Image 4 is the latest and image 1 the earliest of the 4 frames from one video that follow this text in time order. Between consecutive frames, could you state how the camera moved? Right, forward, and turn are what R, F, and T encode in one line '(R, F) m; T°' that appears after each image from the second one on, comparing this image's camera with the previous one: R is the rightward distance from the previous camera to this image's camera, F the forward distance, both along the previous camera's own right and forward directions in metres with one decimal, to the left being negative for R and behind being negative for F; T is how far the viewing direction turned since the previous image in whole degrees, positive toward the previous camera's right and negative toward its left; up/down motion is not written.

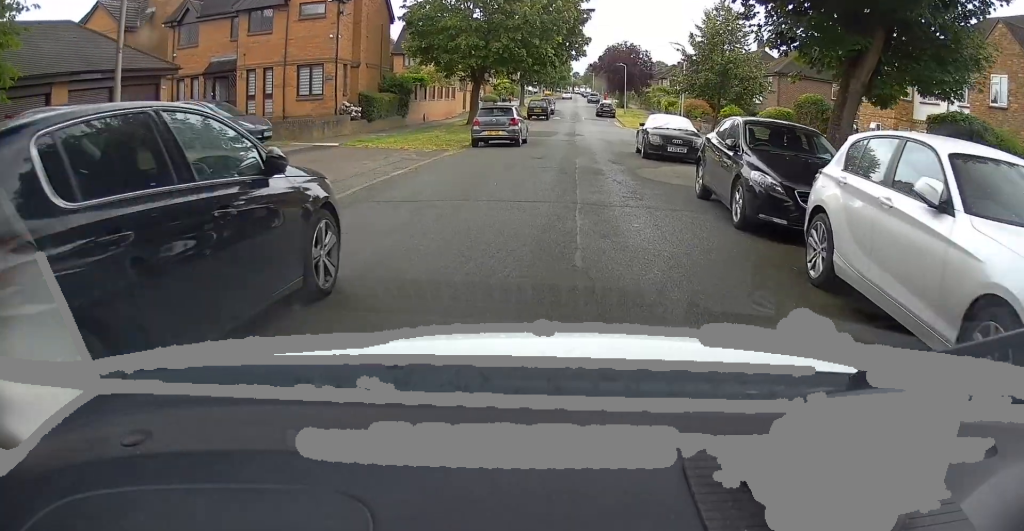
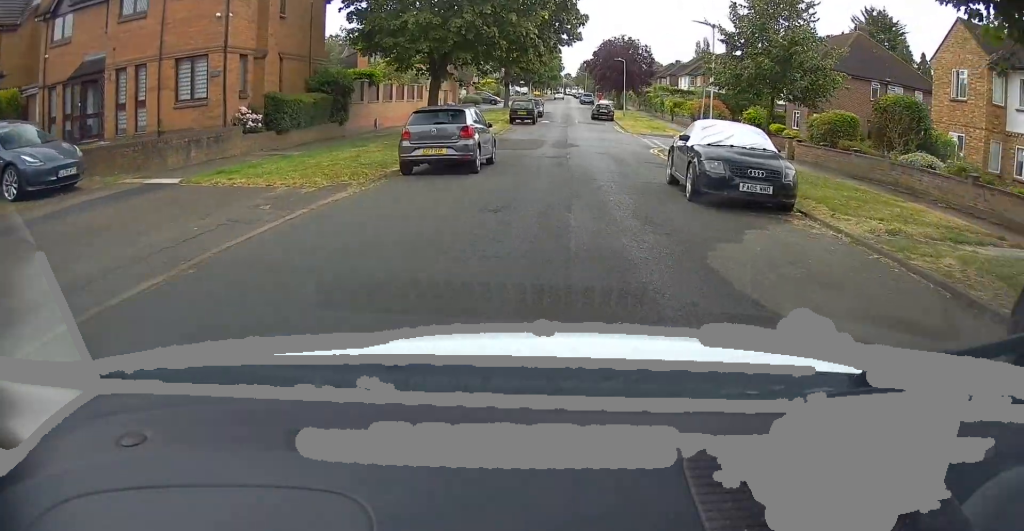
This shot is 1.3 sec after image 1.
(0.0, +8.7) m; -1°
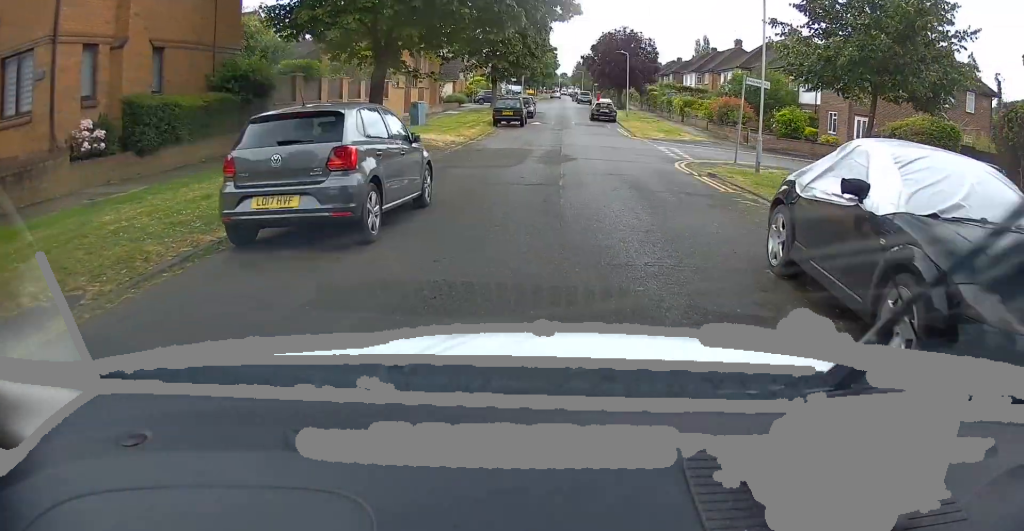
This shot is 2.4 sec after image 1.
(-0.1, +7.3) m; -2°
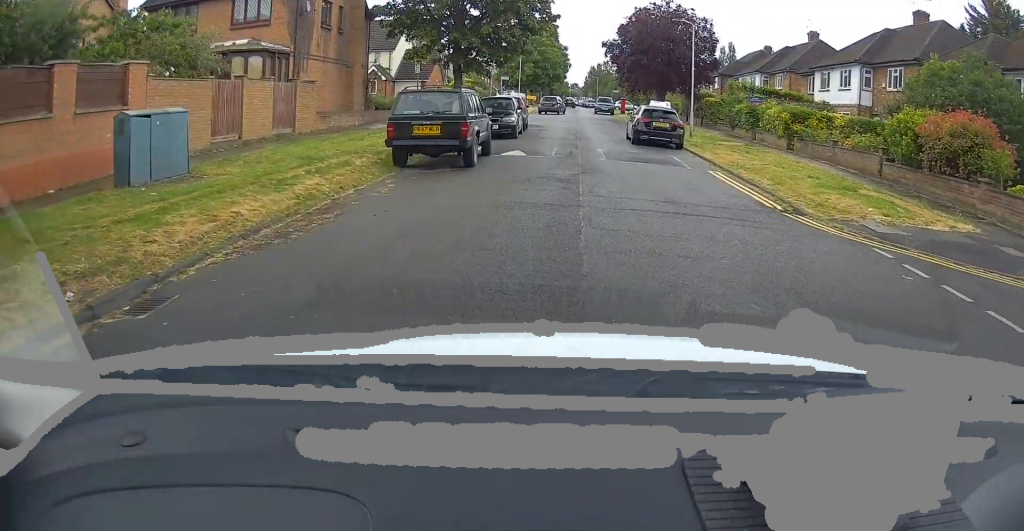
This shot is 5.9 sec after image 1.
(+0.4, +23.3) m; +5°
